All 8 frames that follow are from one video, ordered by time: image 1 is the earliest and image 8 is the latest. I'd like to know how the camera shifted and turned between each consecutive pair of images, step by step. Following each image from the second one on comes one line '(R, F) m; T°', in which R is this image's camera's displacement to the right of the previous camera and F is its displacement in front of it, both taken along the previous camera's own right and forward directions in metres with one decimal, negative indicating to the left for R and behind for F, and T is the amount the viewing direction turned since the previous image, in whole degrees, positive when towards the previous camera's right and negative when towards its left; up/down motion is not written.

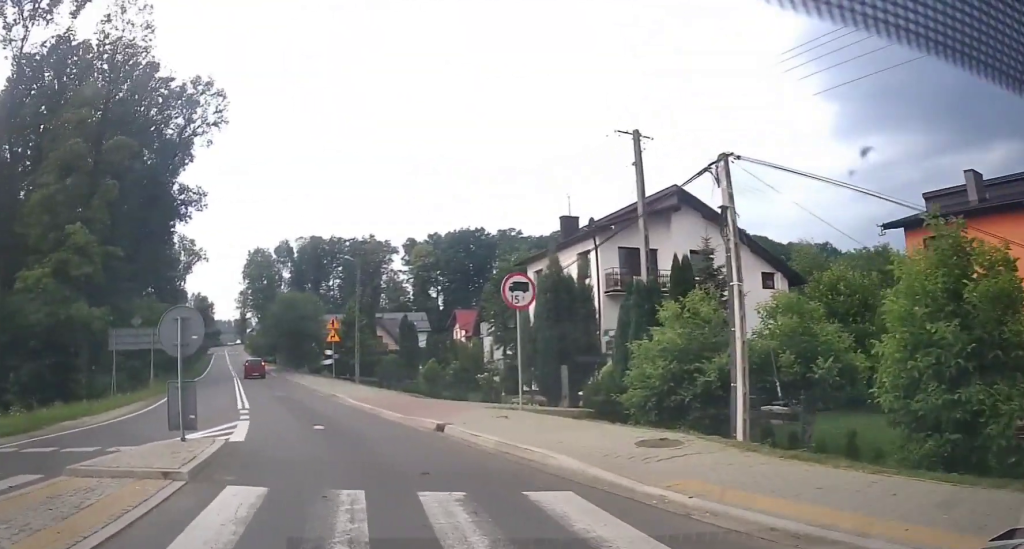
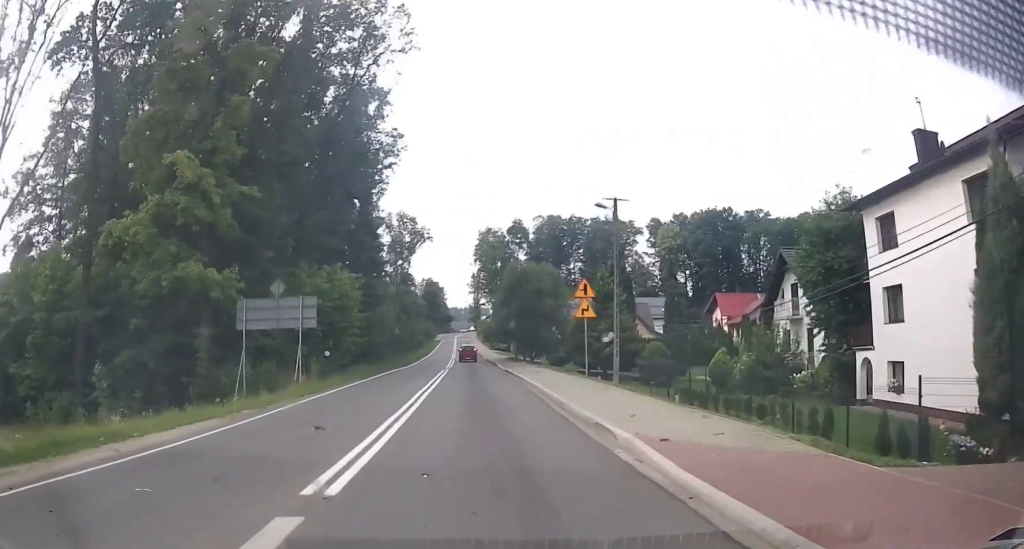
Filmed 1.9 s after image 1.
(-5.3, +13.0) m; -26°
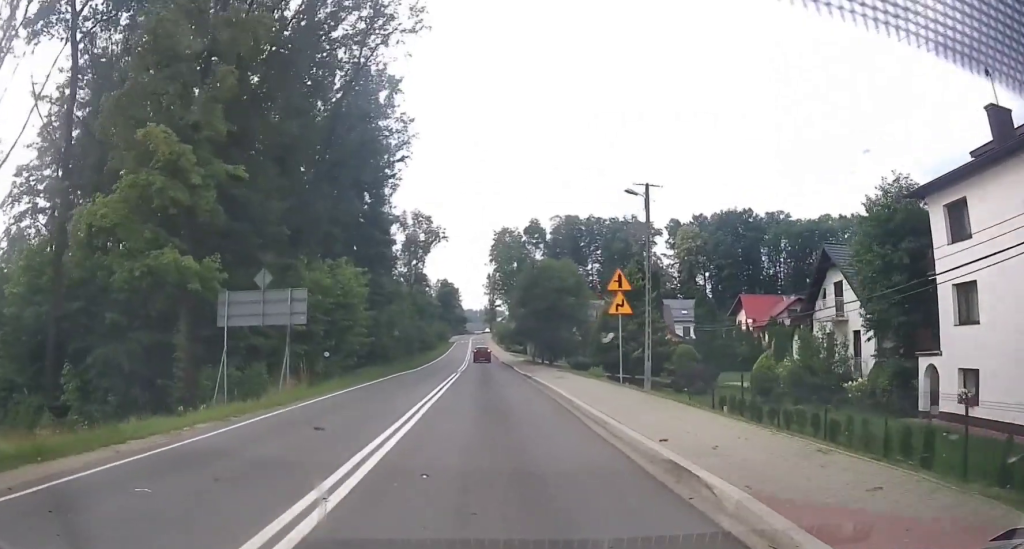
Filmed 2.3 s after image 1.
(0.0, +4.2) m; 0°
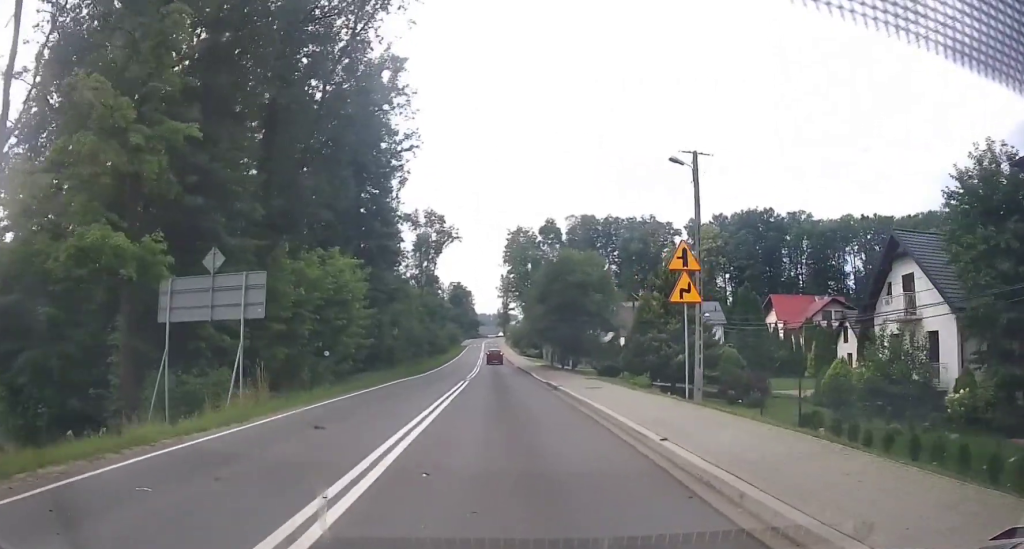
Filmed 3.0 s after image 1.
(0.0, +6.6) m; 0°
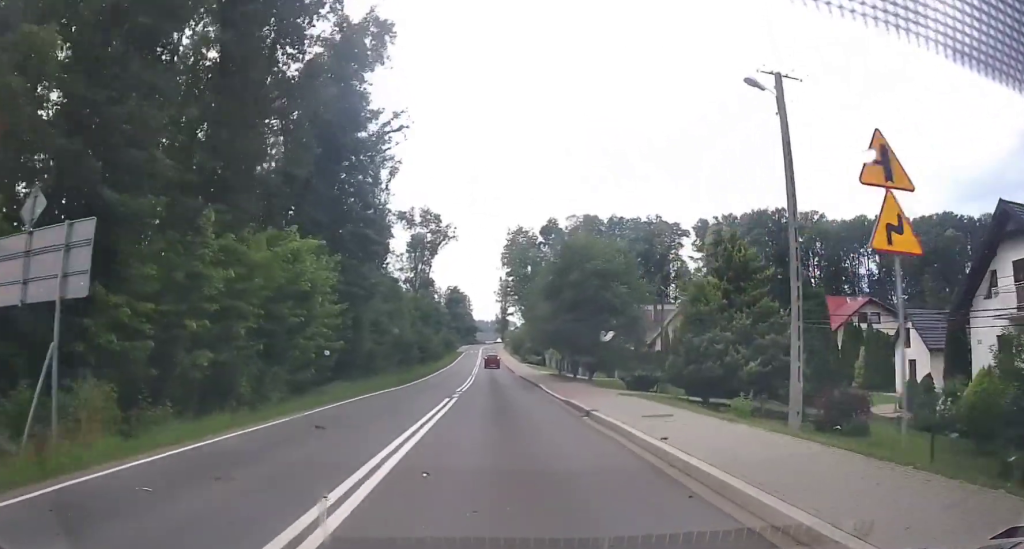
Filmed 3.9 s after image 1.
(0.0, +10.1) m; 0°
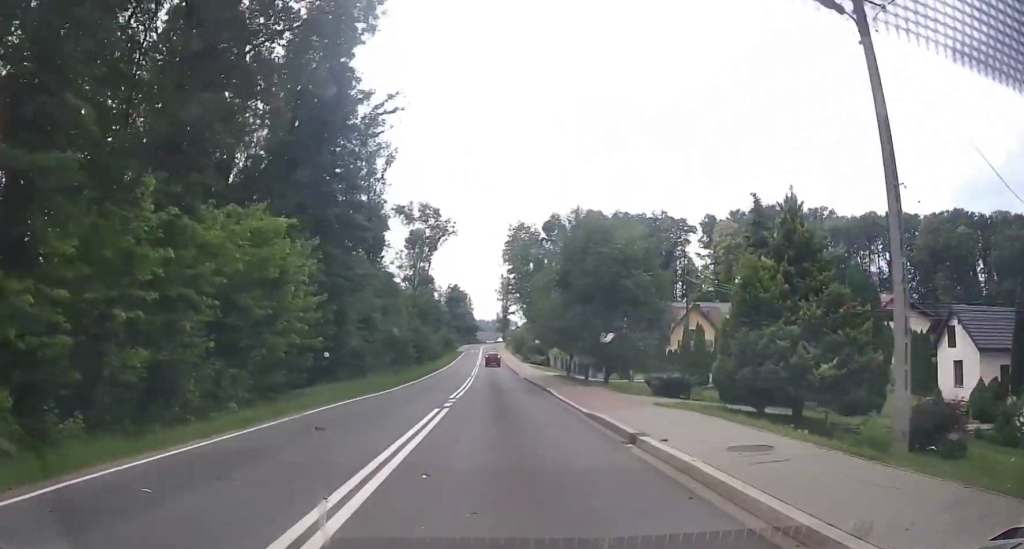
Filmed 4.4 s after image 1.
(0.0, +5.3) m; 0°
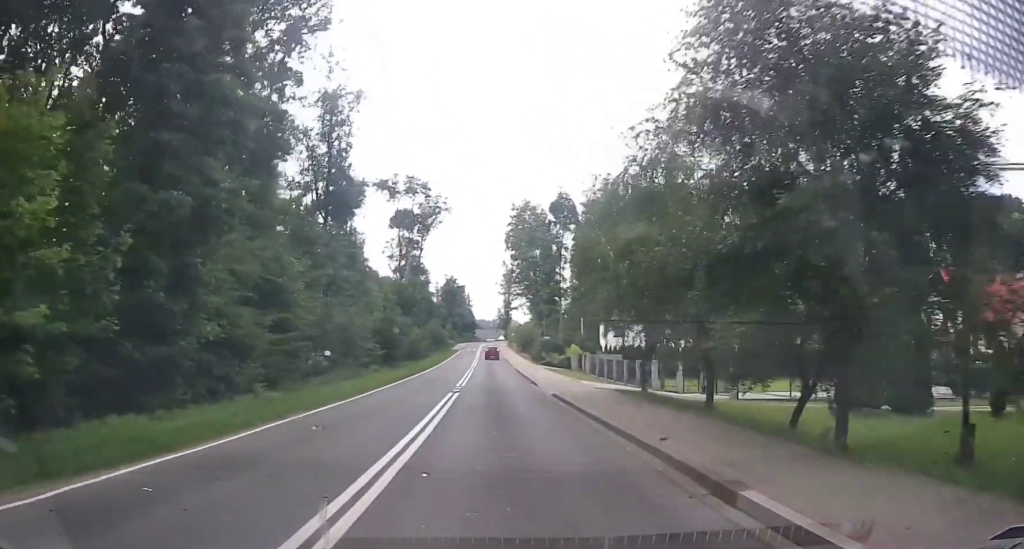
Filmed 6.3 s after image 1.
(-0.1, +24.0) m; 0°
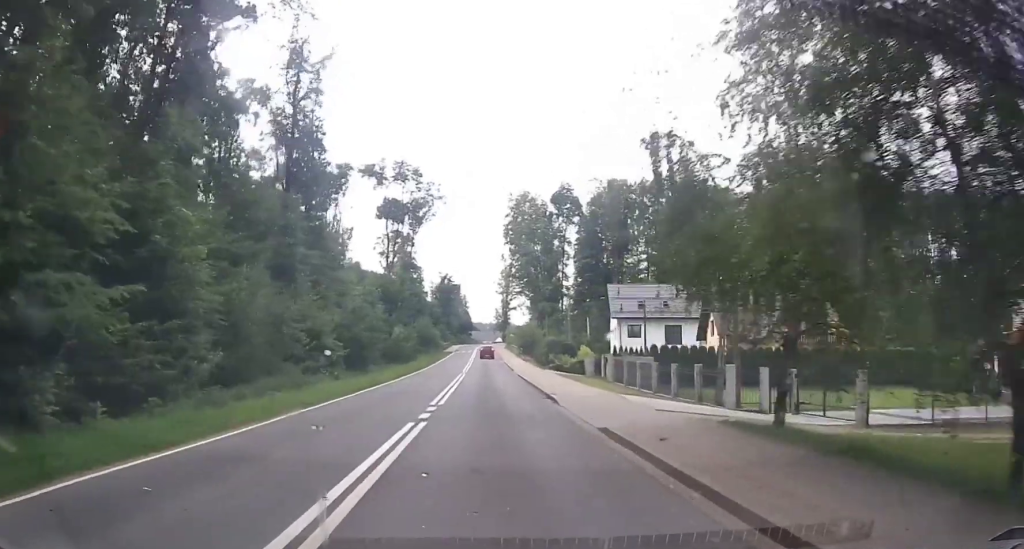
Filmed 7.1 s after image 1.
(0.0, +11.5) m; 0°
